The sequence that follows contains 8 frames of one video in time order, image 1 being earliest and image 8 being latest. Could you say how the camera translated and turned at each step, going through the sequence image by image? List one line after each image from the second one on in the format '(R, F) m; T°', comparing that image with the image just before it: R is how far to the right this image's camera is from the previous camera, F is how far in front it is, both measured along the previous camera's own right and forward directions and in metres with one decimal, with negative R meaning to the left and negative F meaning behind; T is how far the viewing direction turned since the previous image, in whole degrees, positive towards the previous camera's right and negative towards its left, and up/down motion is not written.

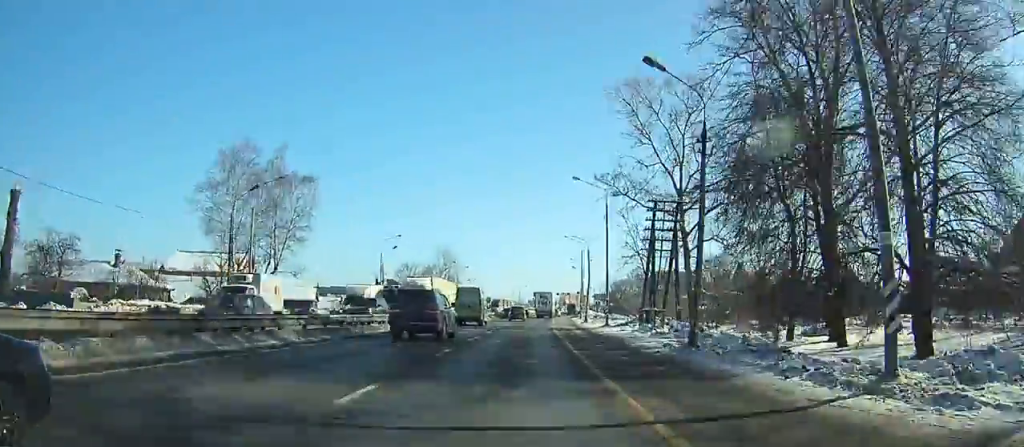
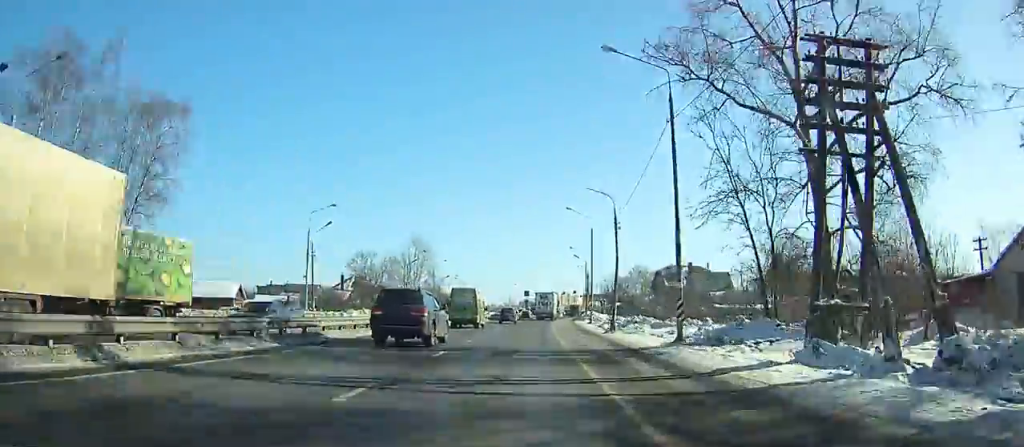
(0.0, +23.1) m; 0°
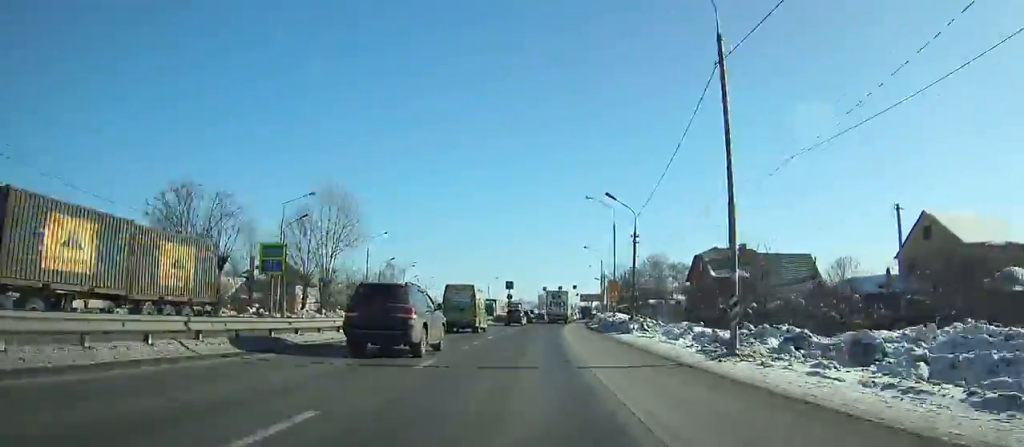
(+0.3, +42.1) m; +2°
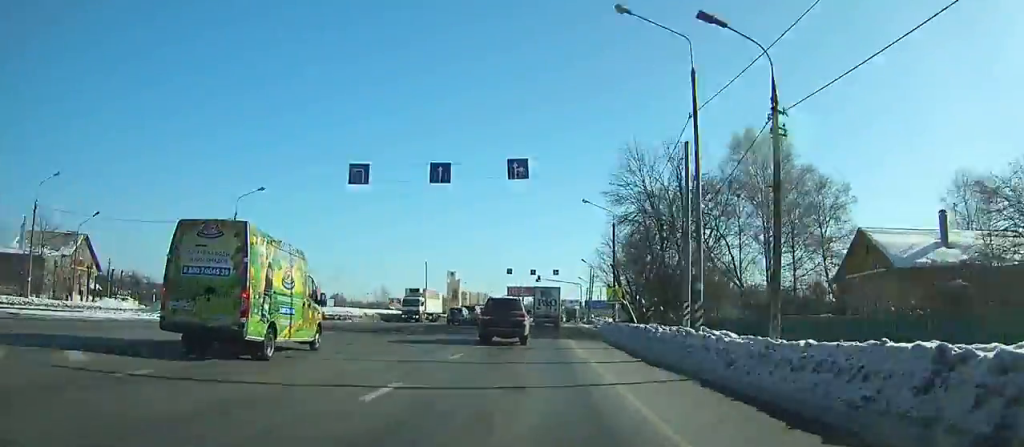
(+7.7, +109.1) m; +8°
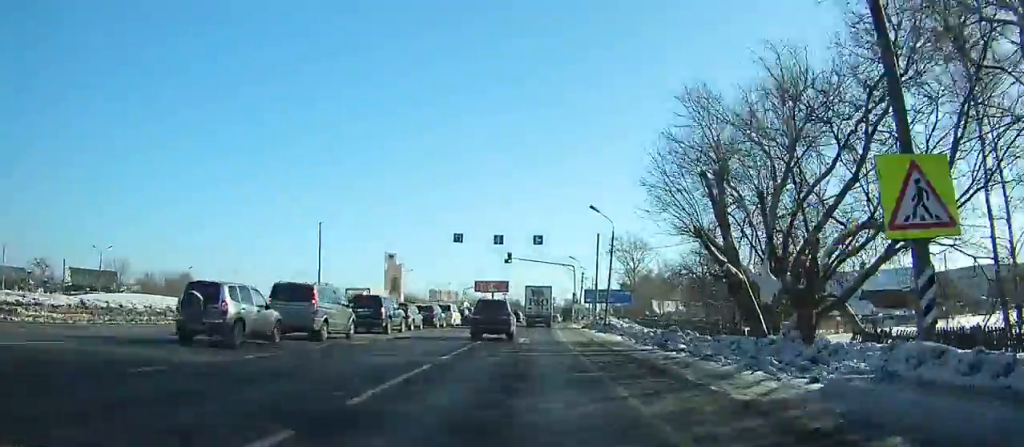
(+1.0, +39.5) m; +2°
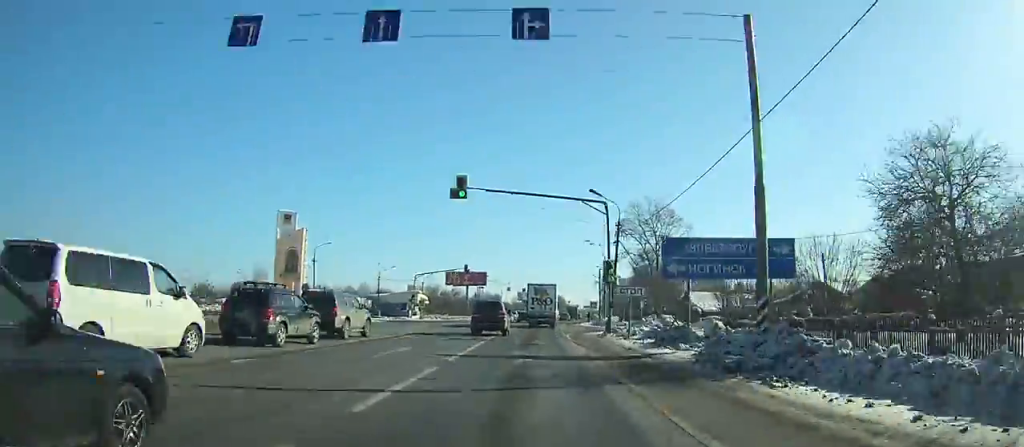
(+0.6, +38.9) m; +2°
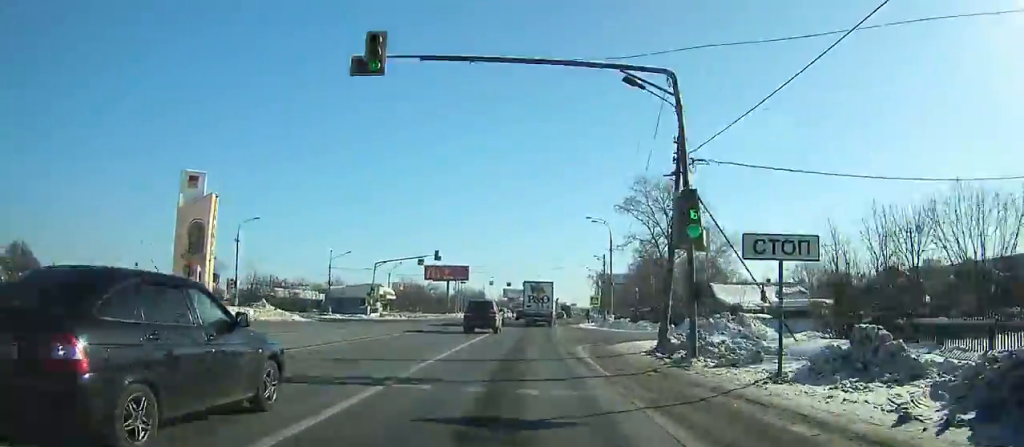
(0.0, +16.8) m; +1°
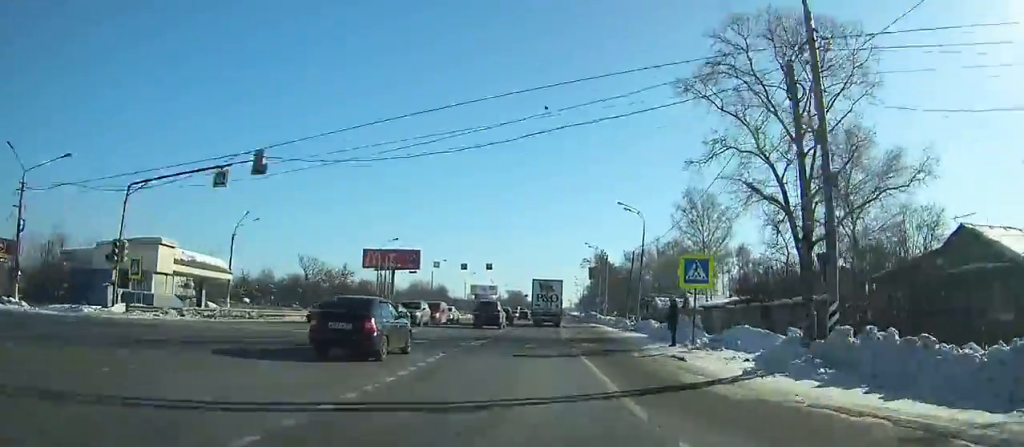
(+1.2, +48.7) m; +3°
